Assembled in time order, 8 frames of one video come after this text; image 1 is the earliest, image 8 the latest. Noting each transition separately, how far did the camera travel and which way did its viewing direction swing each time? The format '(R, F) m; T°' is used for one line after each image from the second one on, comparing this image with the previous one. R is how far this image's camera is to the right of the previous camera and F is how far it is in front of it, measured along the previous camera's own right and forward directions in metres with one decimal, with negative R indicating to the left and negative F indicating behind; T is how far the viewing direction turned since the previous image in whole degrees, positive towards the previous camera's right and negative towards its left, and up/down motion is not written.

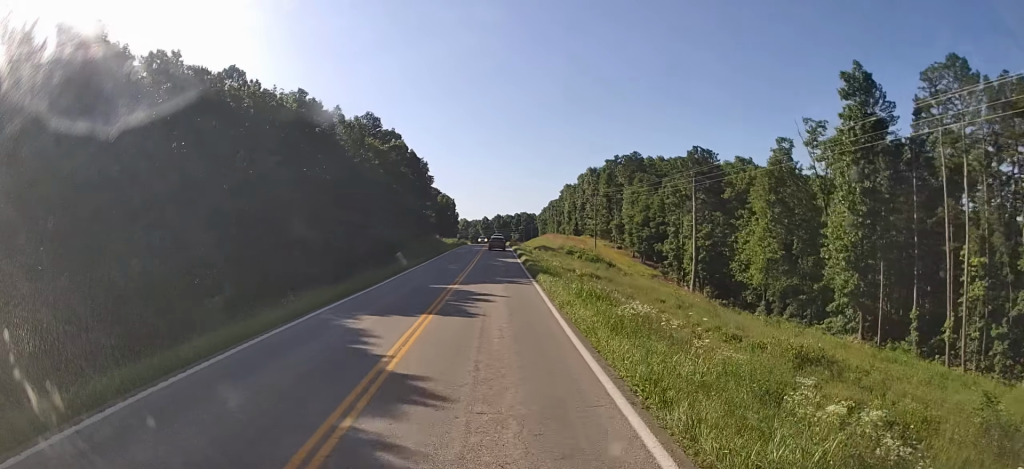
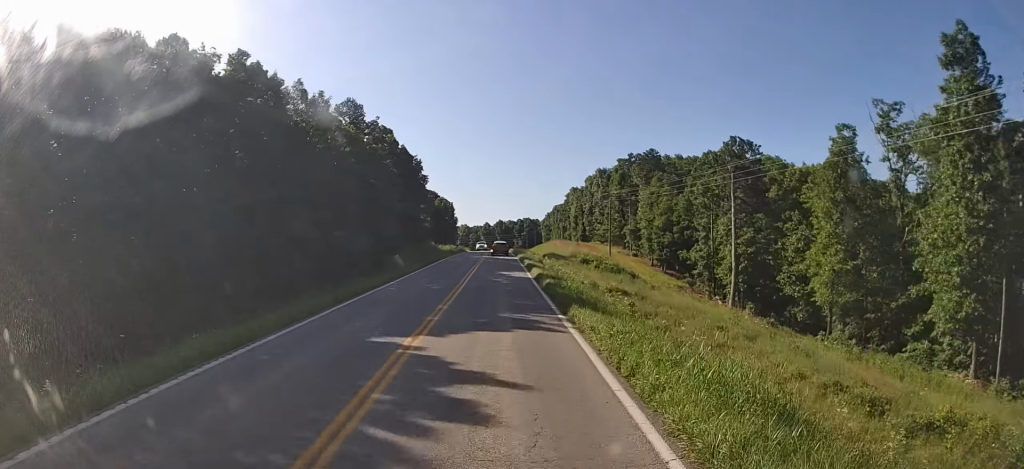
(+0.3, +11.2) m; 0°
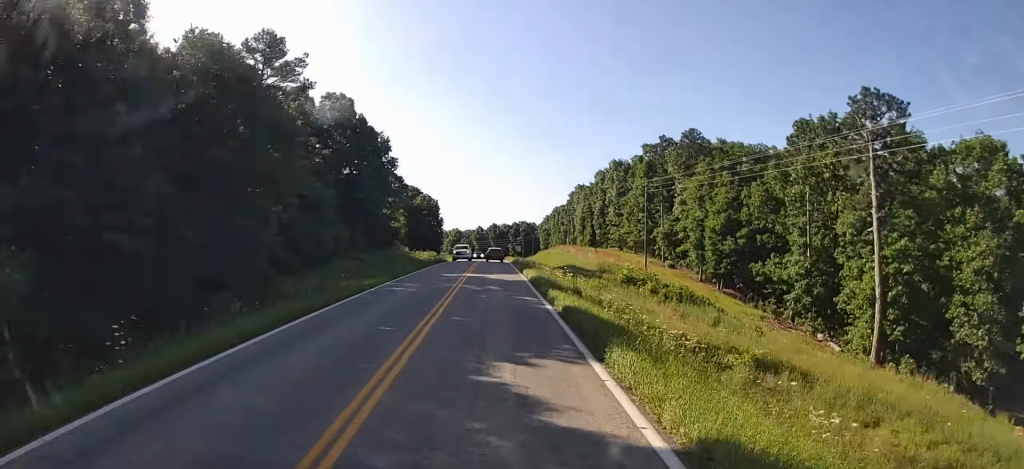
(-0.4, +24.0) m; -1°
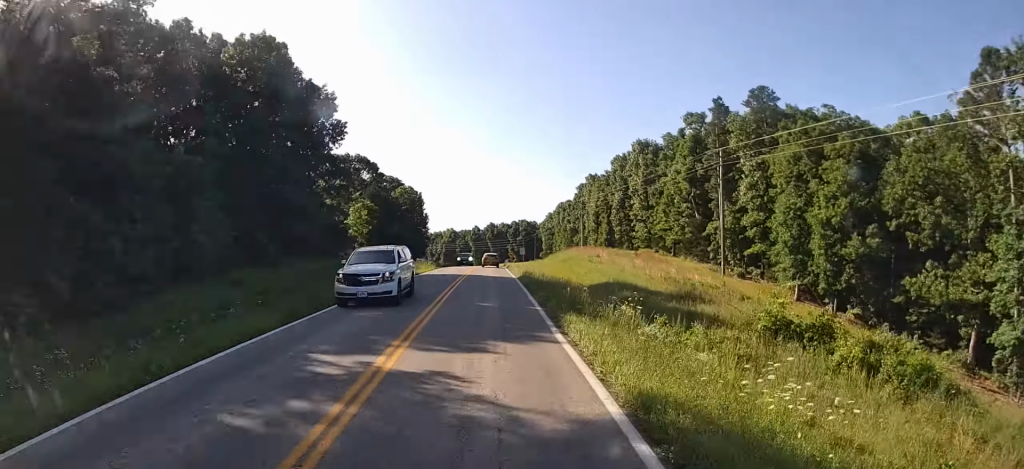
(0.0, +22.7) m; 0°
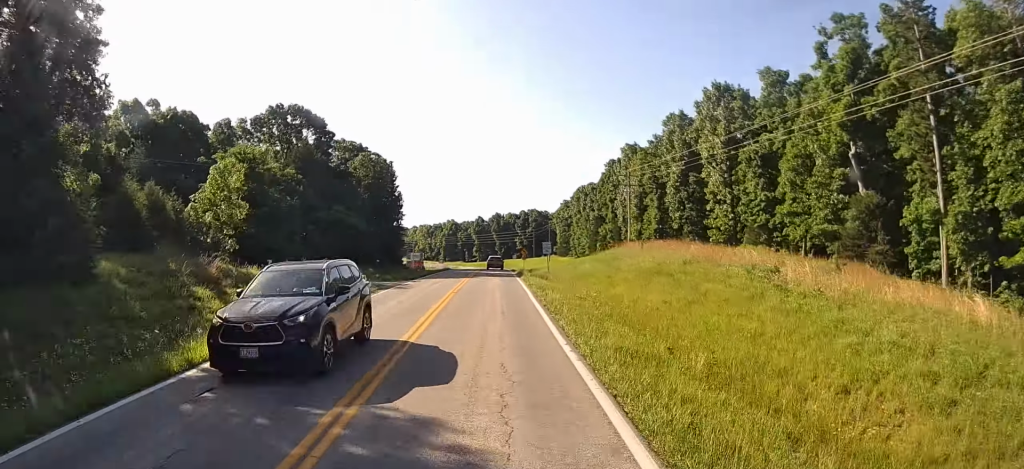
(0.0, +32.4) m; 0°
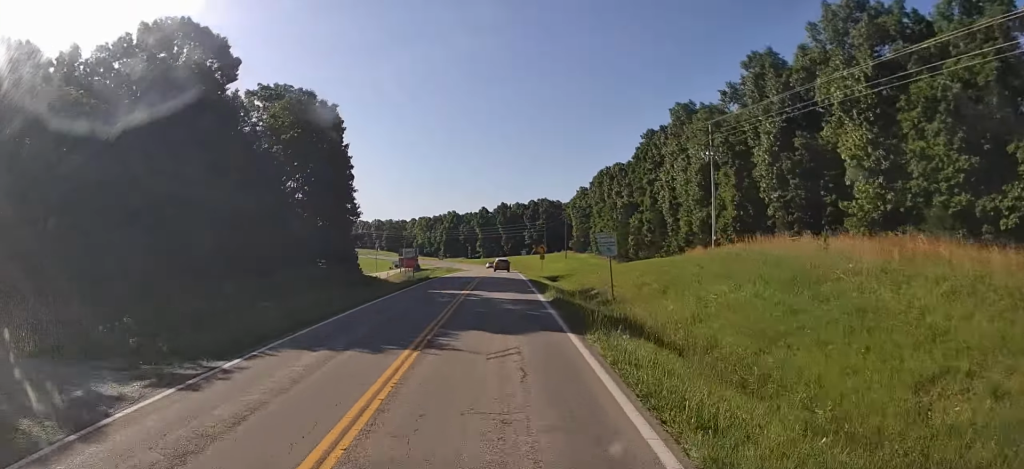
(-0.2, +25.4) m; -1°
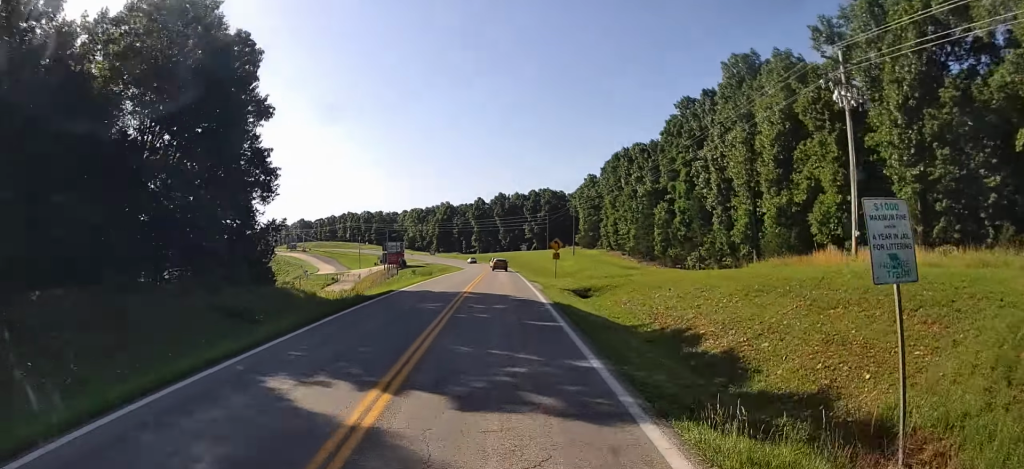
(0.0, +18.4) m; 0°
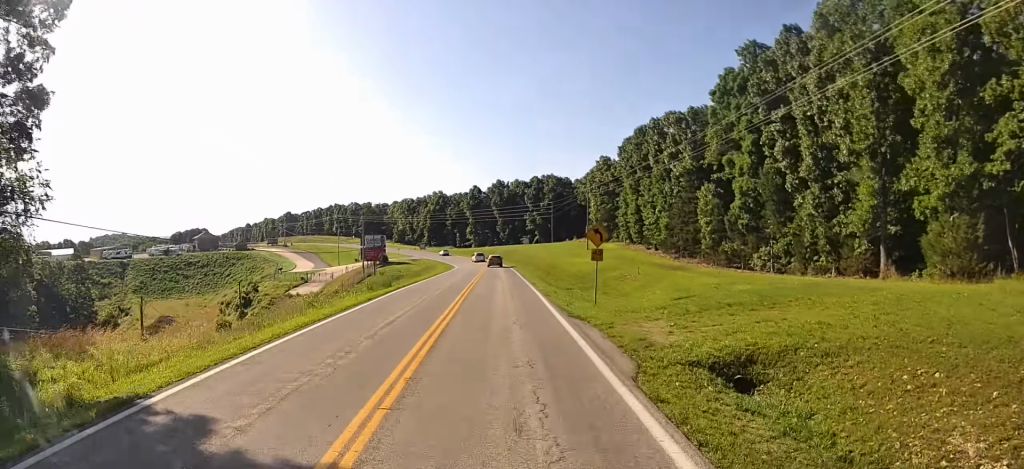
(0.0, +20.3) m; 0°
